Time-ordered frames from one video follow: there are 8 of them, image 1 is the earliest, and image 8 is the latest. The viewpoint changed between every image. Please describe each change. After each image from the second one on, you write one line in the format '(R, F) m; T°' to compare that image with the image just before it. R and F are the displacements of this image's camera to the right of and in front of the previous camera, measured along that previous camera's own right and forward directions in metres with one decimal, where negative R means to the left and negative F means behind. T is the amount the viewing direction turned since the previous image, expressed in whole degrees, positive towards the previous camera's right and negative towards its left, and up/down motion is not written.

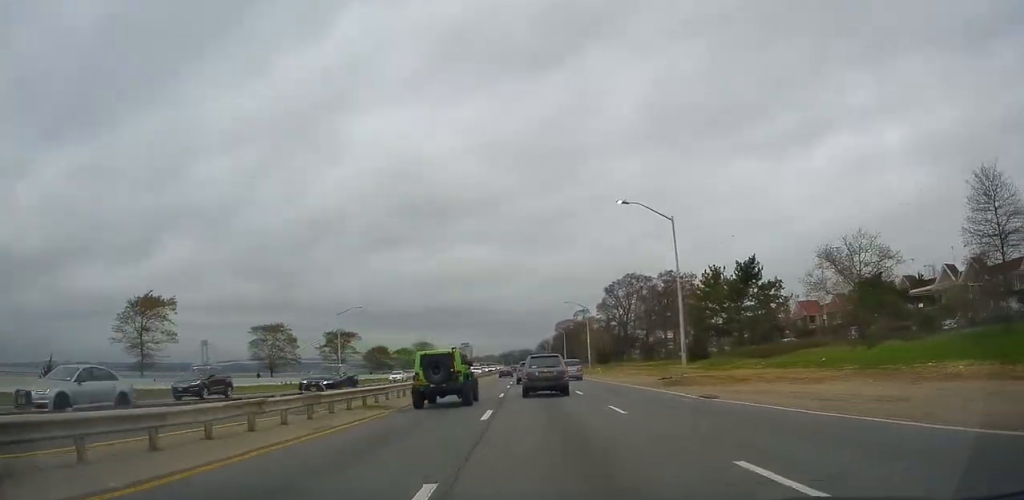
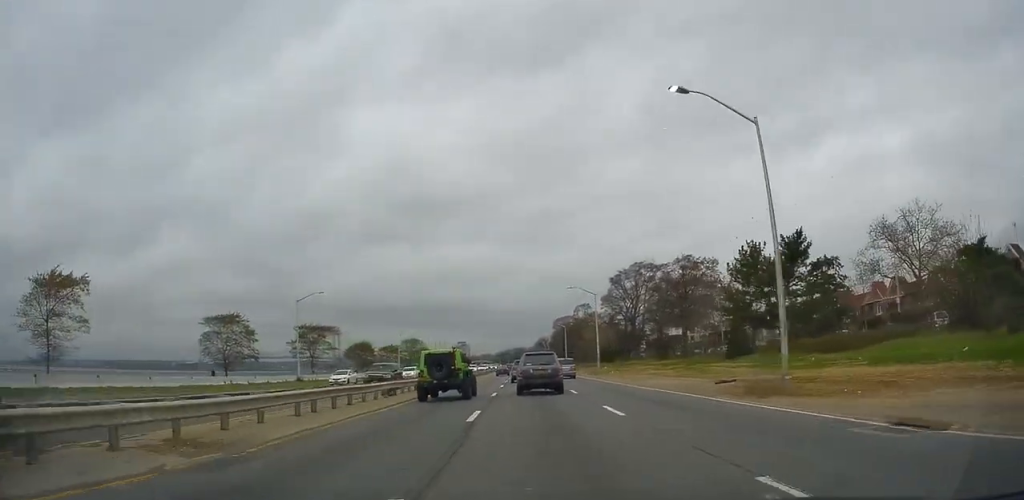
(0.0, +12.2) m; 0°
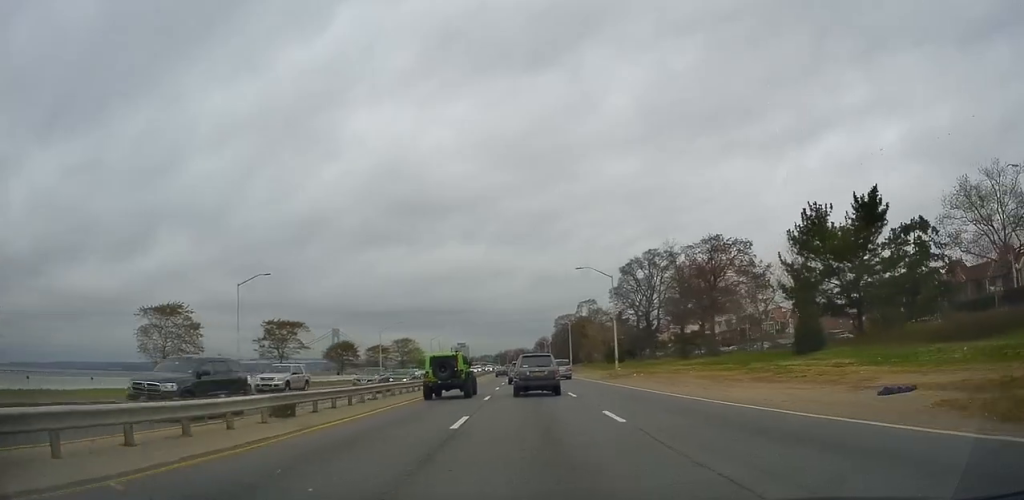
(0.0, +12.5) m; 0°
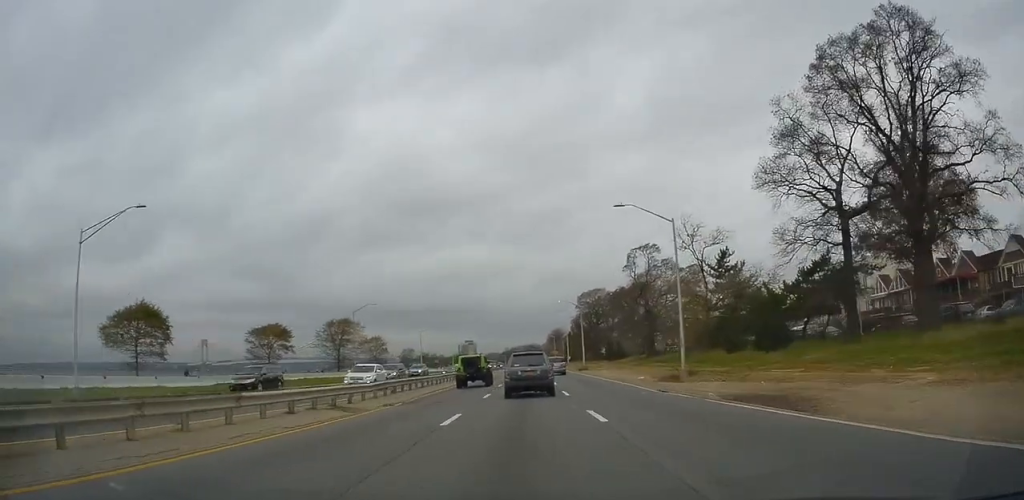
(+0.5, +64.8) m; +1°
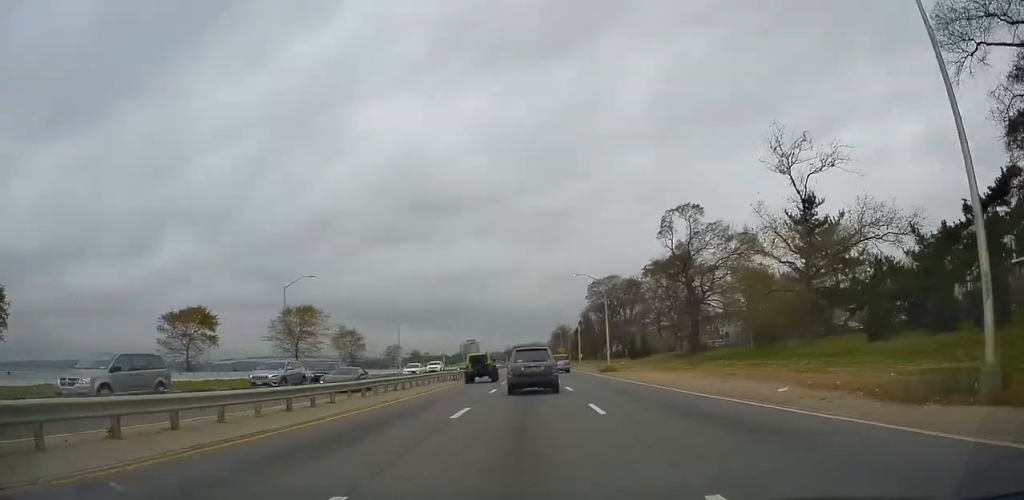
(0.0, +21.4) m; -1°
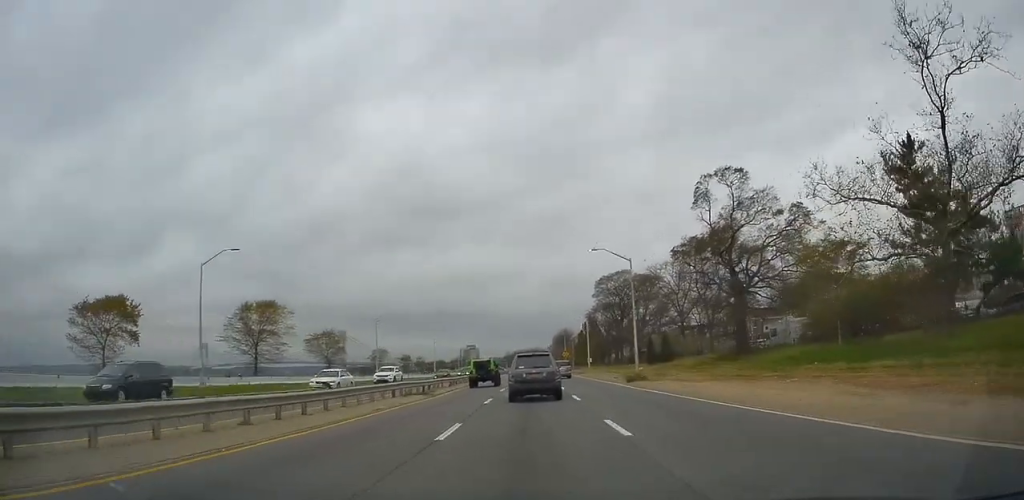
(-0.2, +14.0) m; 0°
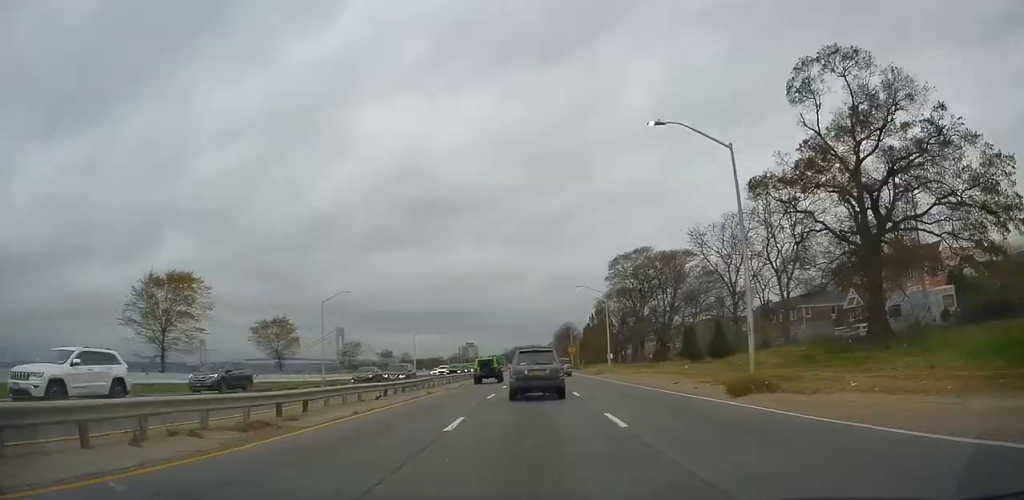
(0.0, +21.1) m; 0°
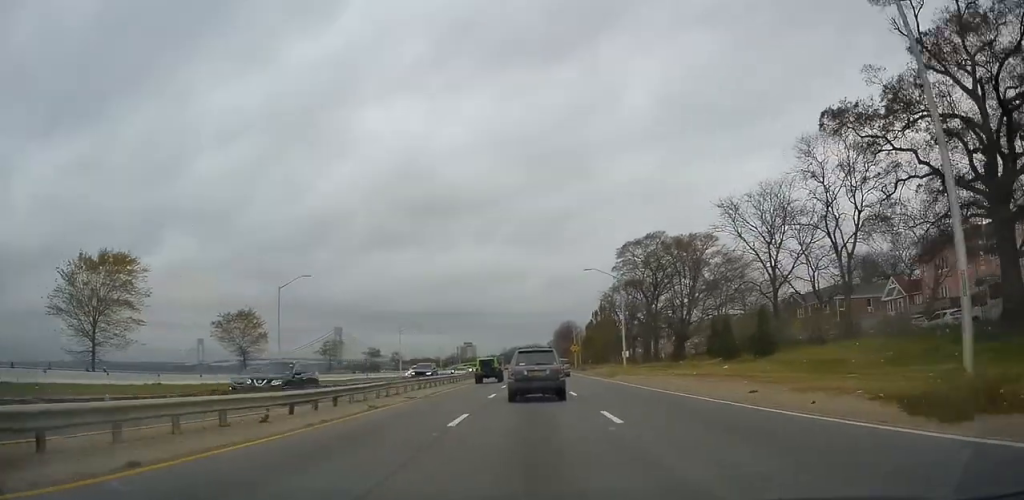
(+0.2, +10.5) m; 0°
